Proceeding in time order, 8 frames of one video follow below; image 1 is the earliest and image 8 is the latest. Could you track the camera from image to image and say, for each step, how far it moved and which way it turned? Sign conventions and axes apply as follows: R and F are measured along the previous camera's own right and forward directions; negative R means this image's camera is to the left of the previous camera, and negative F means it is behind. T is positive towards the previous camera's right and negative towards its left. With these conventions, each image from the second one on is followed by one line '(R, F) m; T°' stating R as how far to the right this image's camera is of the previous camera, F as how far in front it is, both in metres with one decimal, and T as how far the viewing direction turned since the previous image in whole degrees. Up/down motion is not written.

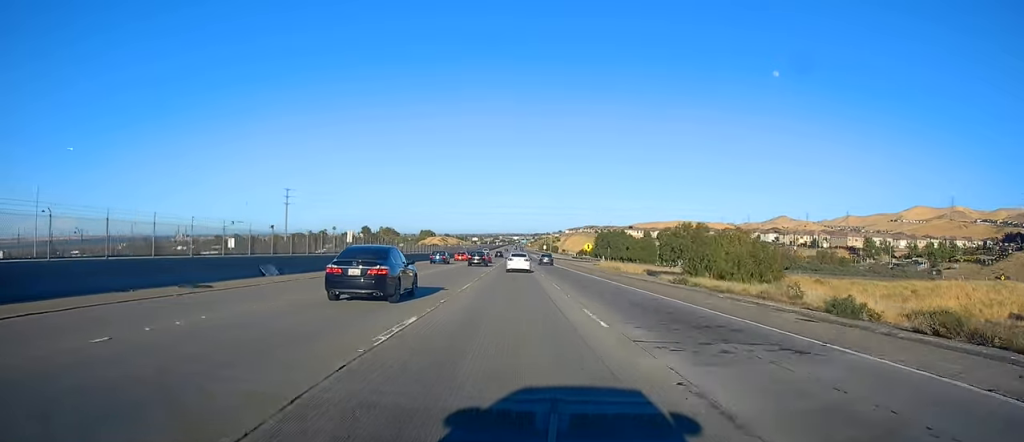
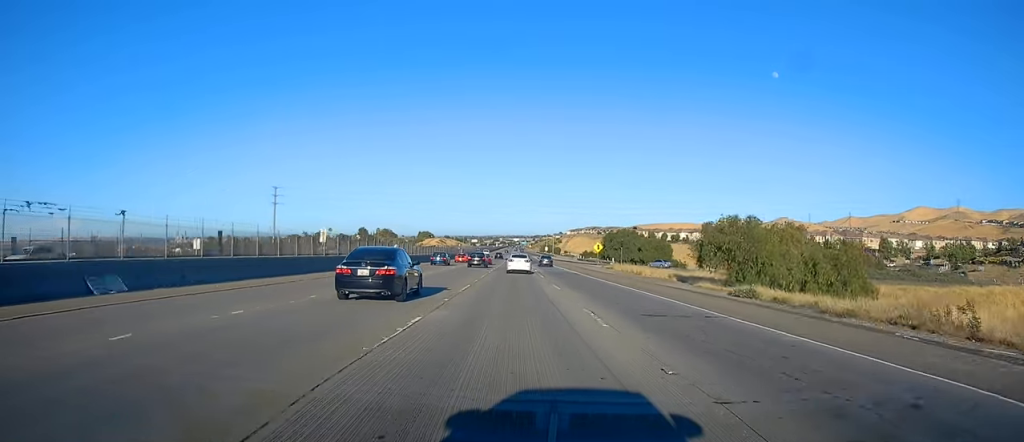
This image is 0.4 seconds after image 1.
(+0.1, +14.2) m; 0°
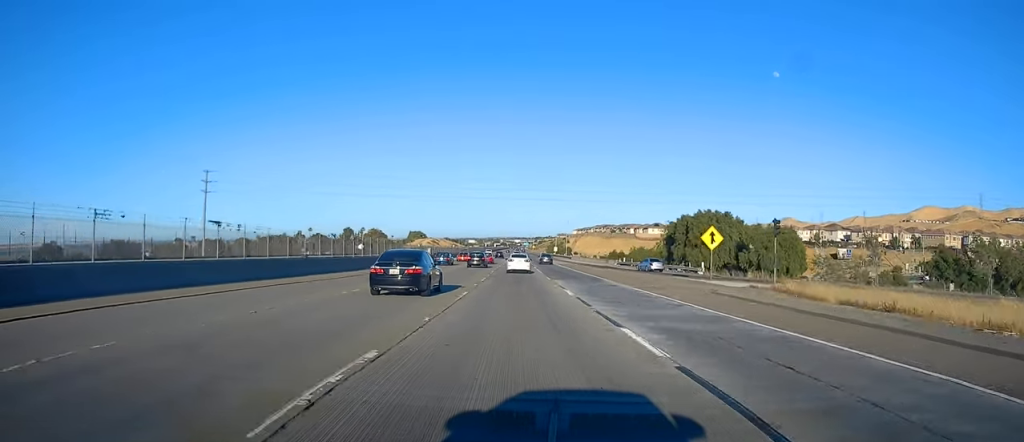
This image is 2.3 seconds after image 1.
(-0.1, +62.8) m; 0°
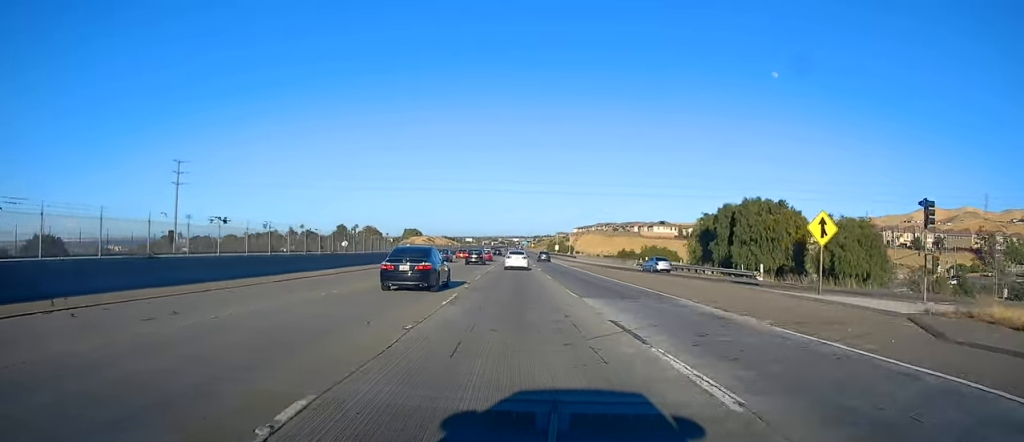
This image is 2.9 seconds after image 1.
(+0.2, +17.7) m; 0°
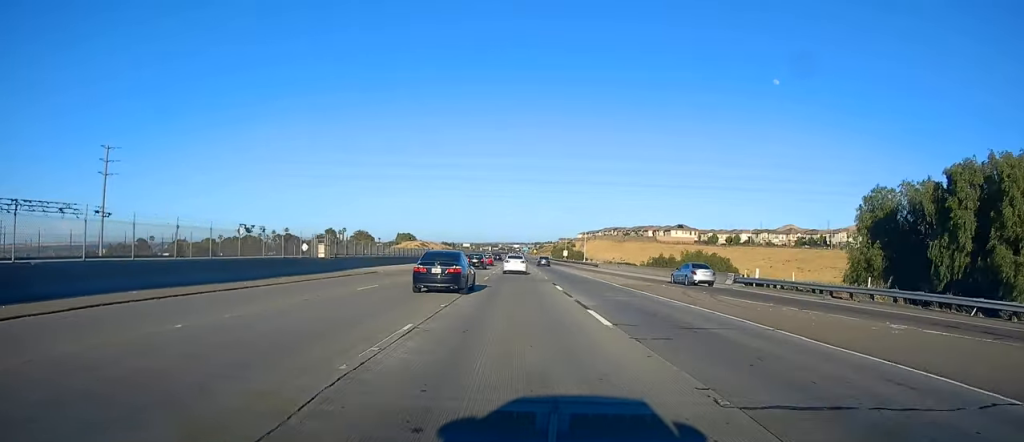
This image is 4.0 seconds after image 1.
(-0.4, +37.7) m; 0°
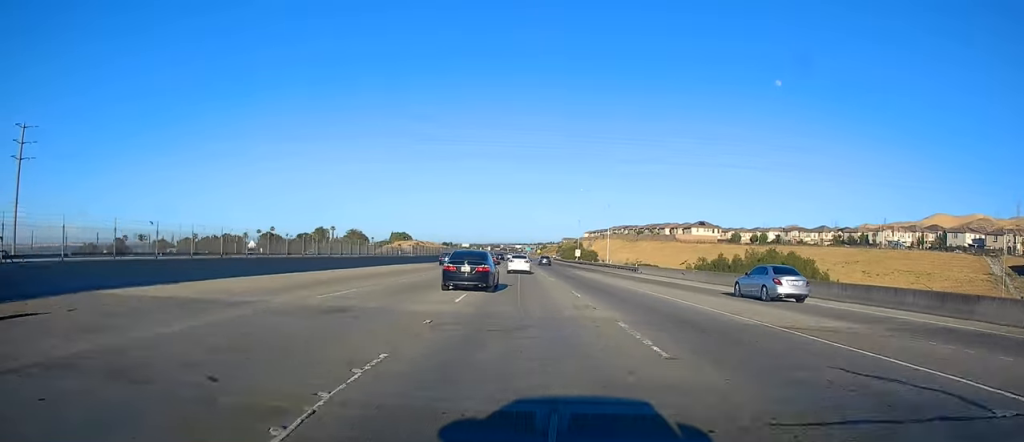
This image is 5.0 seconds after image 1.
(+0.1, +33.1) m; 0°
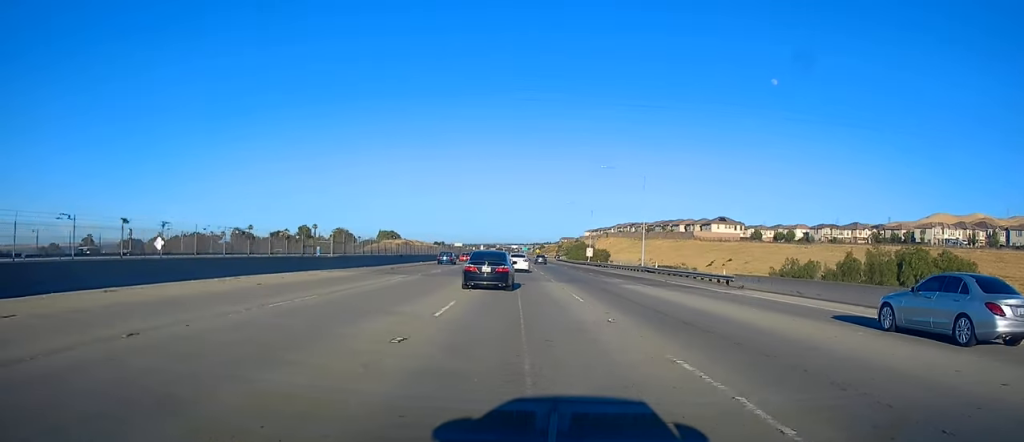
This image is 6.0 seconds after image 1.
(0.0, +33.0) m; 0°
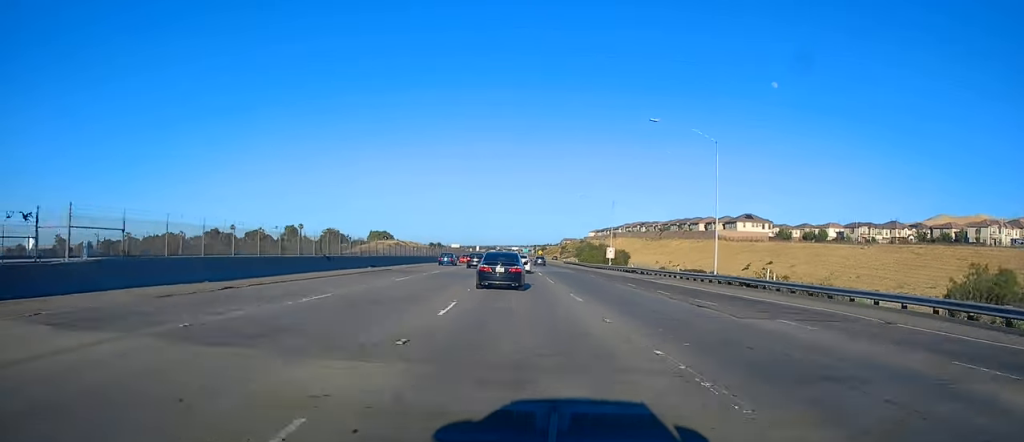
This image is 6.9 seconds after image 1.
(0.0, +28.4) m; 0°
